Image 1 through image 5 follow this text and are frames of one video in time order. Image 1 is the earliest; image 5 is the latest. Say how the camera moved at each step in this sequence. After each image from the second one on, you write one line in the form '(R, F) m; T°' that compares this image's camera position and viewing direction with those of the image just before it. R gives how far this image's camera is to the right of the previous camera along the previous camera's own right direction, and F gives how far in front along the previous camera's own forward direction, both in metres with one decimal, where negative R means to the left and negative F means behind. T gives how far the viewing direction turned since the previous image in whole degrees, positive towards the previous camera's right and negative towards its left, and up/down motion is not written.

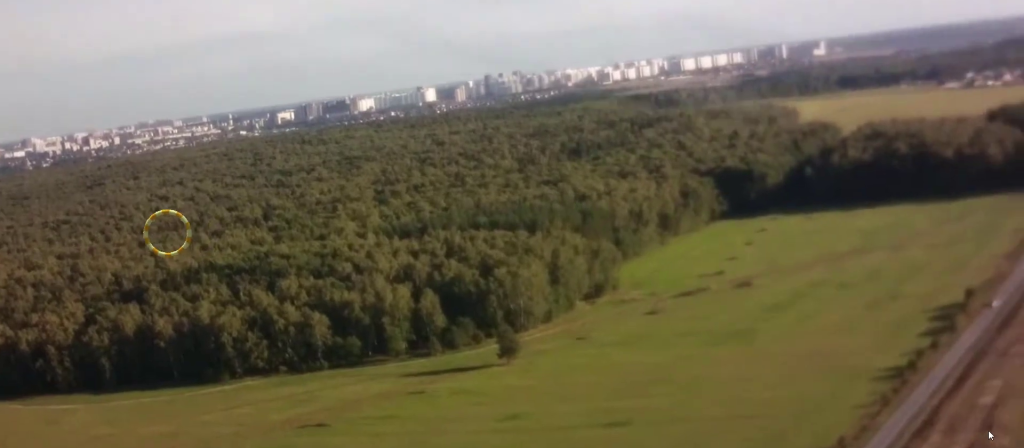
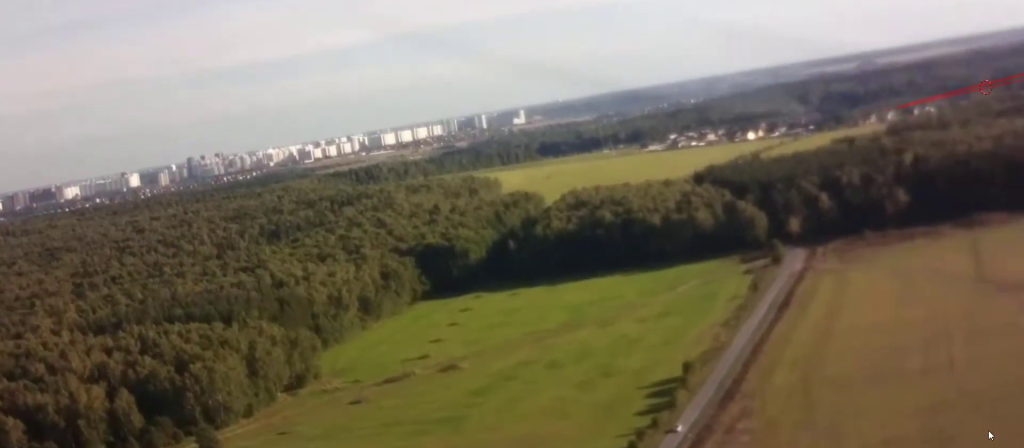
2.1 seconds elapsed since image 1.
(+2.9, +25.2) m; +14°
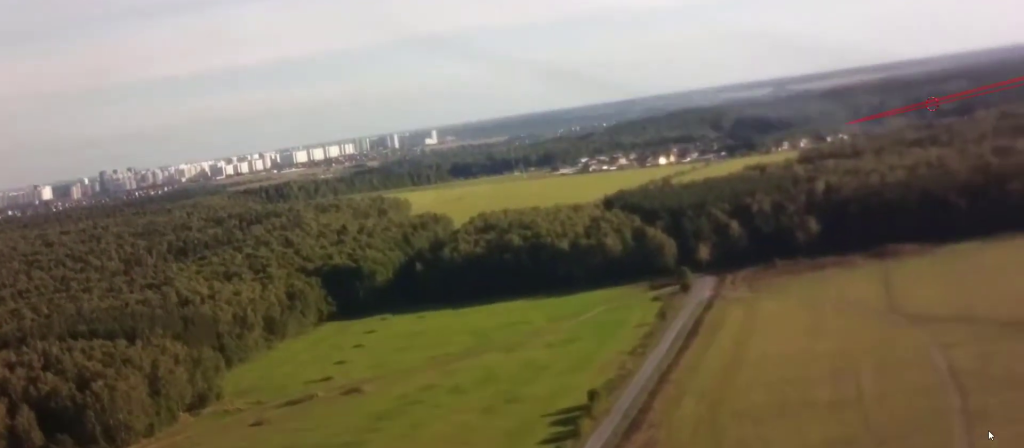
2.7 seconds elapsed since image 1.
(+0.1, +7.1) m; +4°
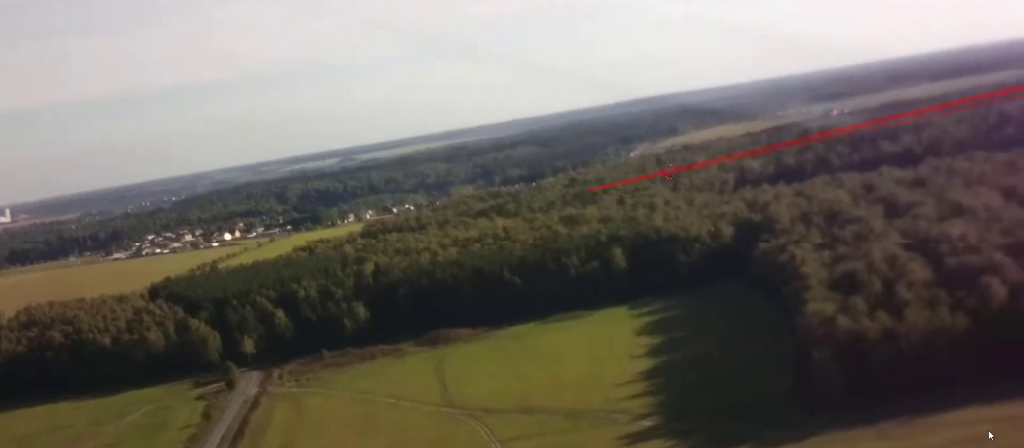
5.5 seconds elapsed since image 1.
(+4.1, +33.1) m; +14°
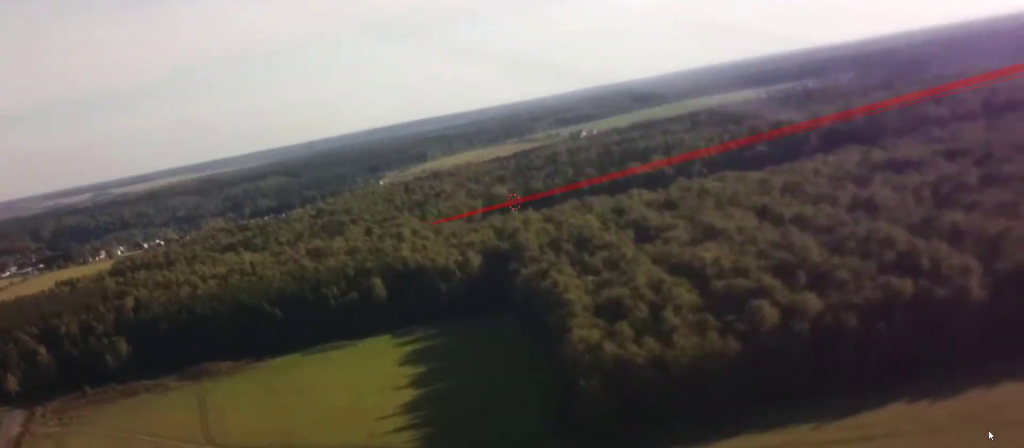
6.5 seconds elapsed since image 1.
(+0.8, +13.4) m; +6°
